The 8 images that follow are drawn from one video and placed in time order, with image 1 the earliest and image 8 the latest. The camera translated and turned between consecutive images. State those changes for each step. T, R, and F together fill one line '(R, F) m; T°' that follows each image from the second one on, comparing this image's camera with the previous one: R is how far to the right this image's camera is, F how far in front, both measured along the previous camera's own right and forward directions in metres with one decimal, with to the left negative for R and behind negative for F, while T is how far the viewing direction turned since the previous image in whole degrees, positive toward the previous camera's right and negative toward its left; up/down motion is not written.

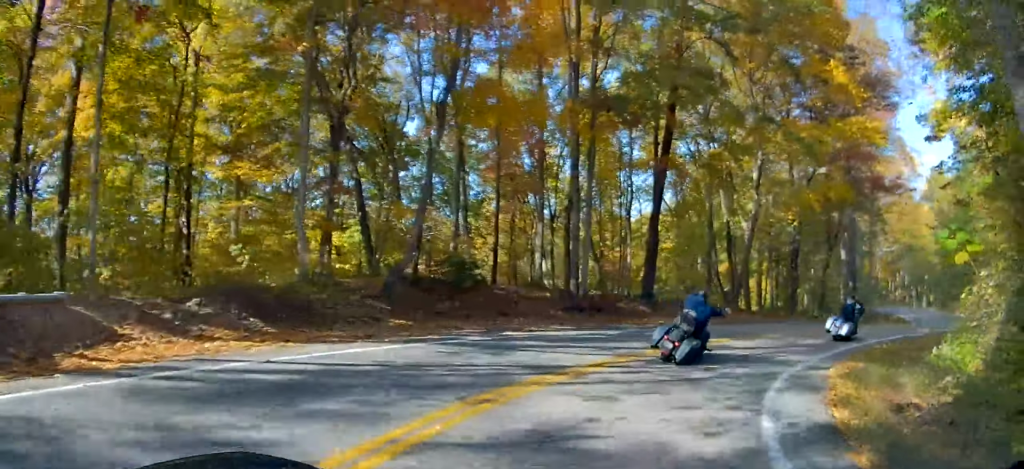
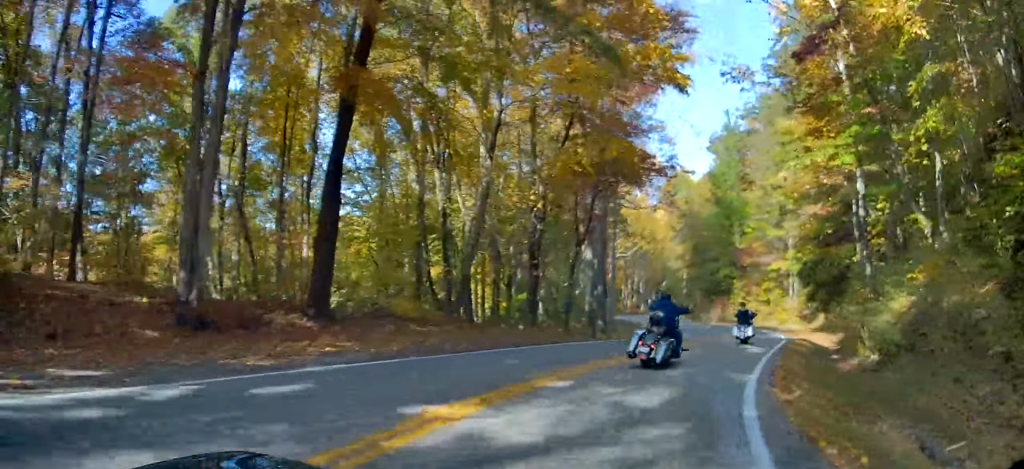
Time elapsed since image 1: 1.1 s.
(+1.2, +11.1) m; +16°
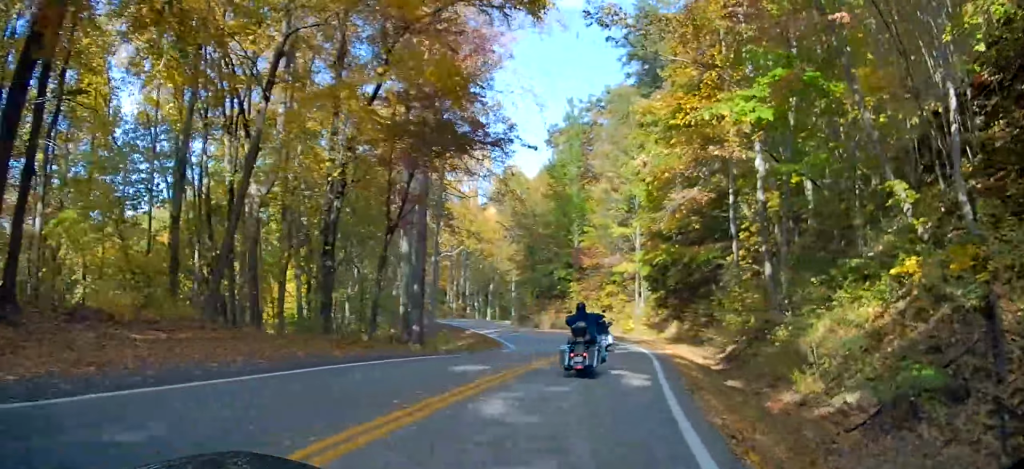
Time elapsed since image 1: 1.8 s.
(+0.8, +7.3) m; +10°
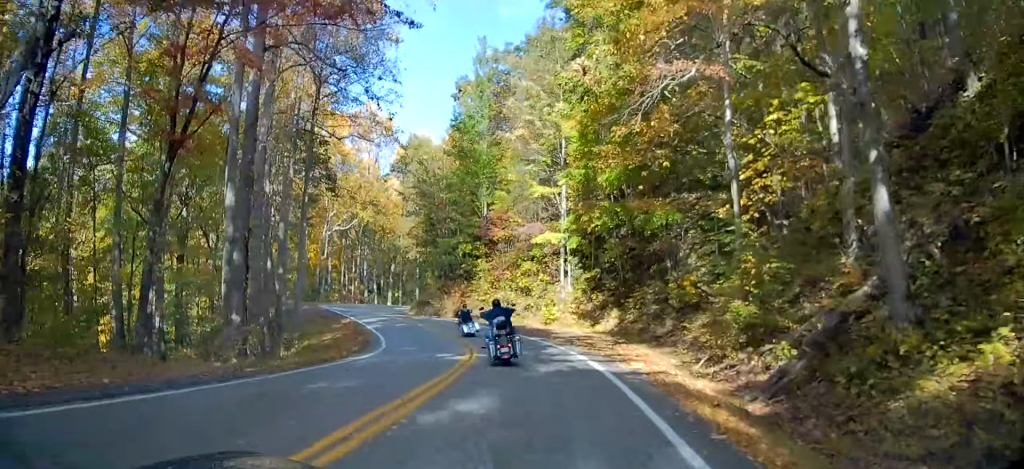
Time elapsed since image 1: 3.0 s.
(+0.9, +12.8) m; +5°
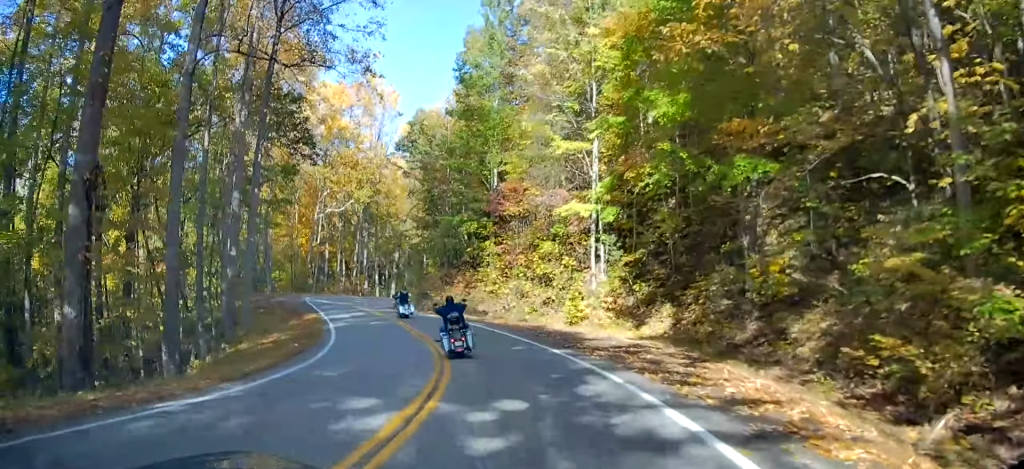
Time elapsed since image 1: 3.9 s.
(+0.2, +9.9) m; +1°
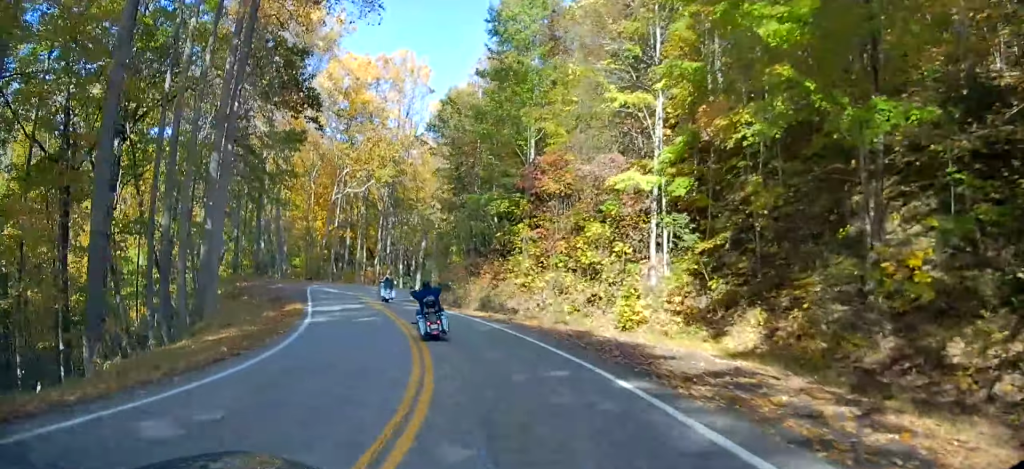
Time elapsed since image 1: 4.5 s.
(+0.4, +6.8) m; -2°
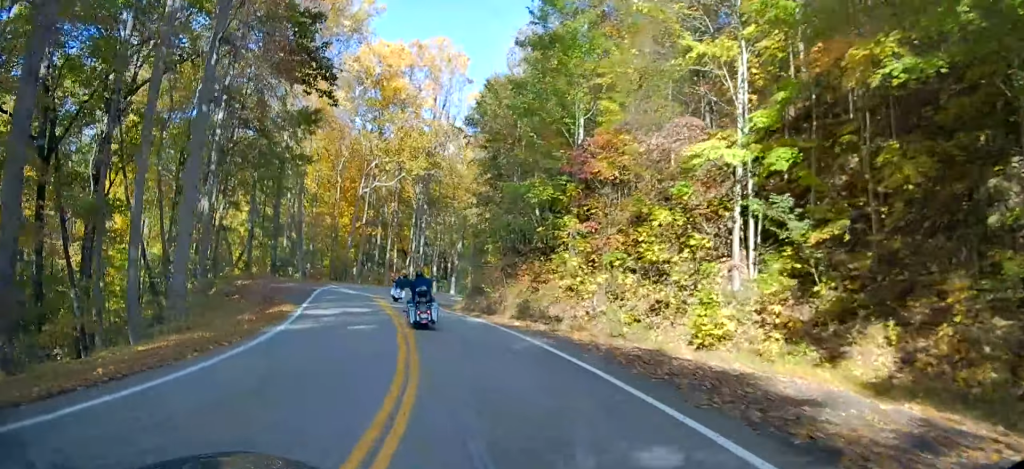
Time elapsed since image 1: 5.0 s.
(-0.4, +5.5) m; -5°
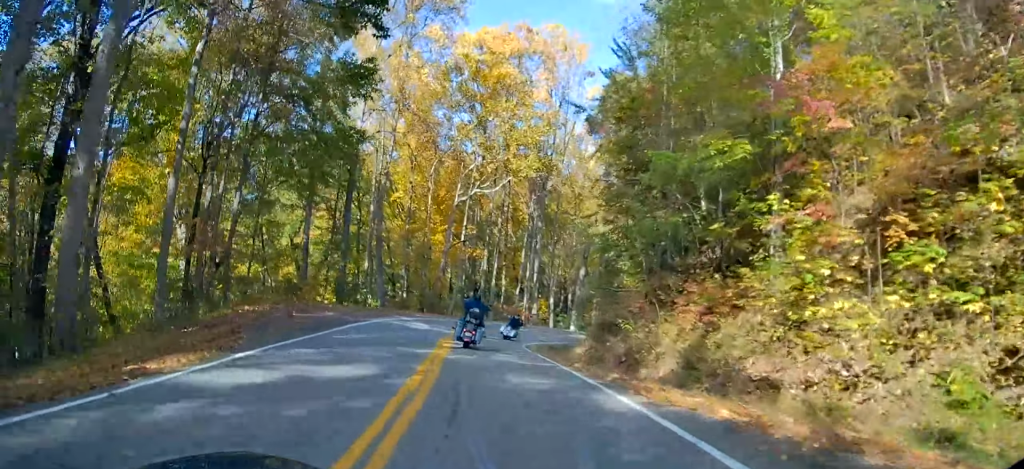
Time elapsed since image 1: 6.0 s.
(-1.5, +12.6) m; -9°
